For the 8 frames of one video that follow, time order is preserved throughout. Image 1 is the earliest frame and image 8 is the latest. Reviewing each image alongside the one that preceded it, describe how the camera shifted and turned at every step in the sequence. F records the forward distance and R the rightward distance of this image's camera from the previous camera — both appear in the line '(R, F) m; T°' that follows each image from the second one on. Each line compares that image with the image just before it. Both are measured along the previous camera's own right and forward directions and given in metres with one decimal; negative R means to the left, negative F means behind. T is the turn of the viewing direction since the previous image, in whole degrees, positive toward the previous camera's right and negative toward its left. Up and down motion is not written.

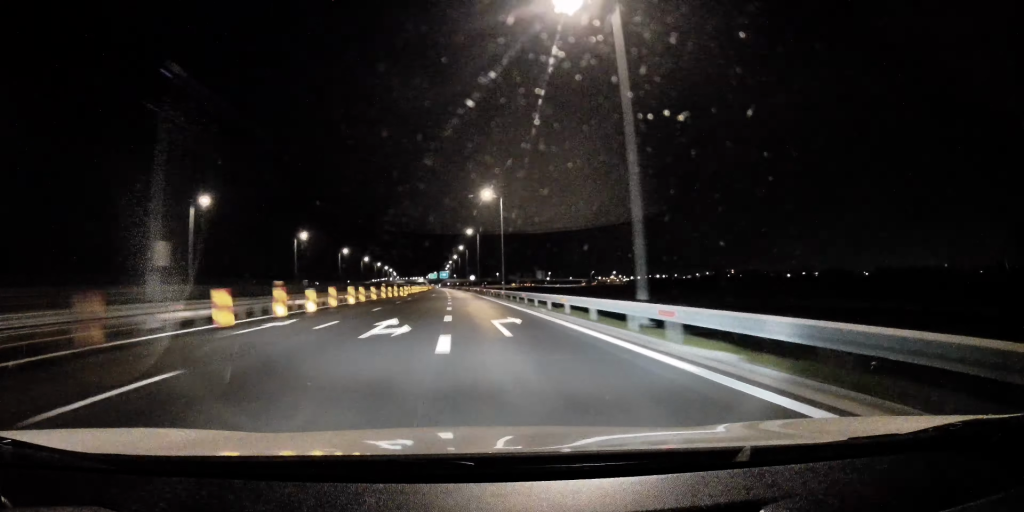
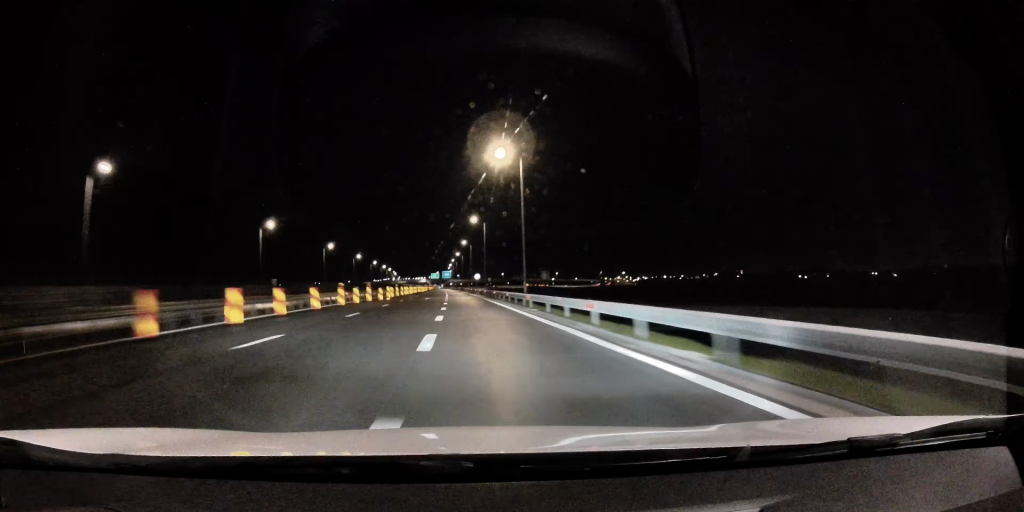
(+0.2, +17.7) m; +1°
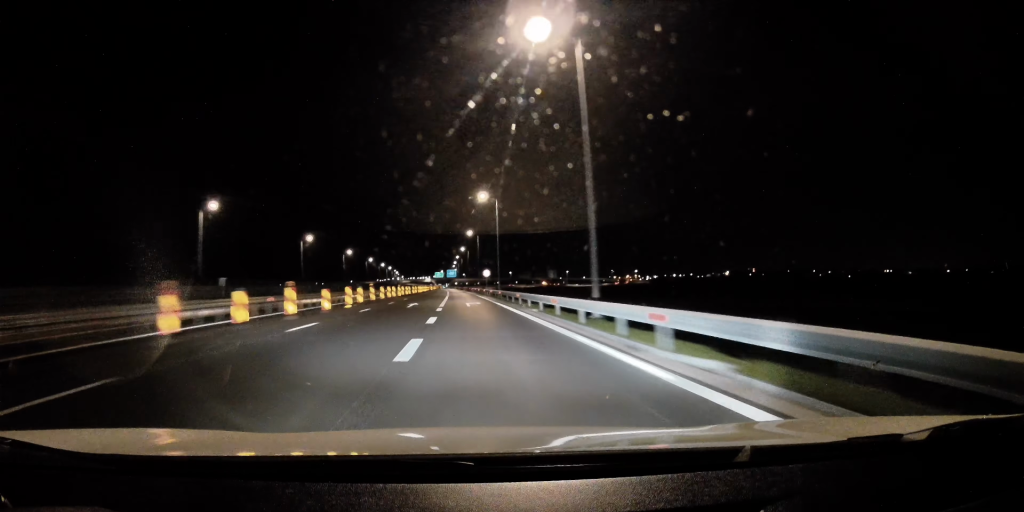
(0.0, +19.4) m; -1°
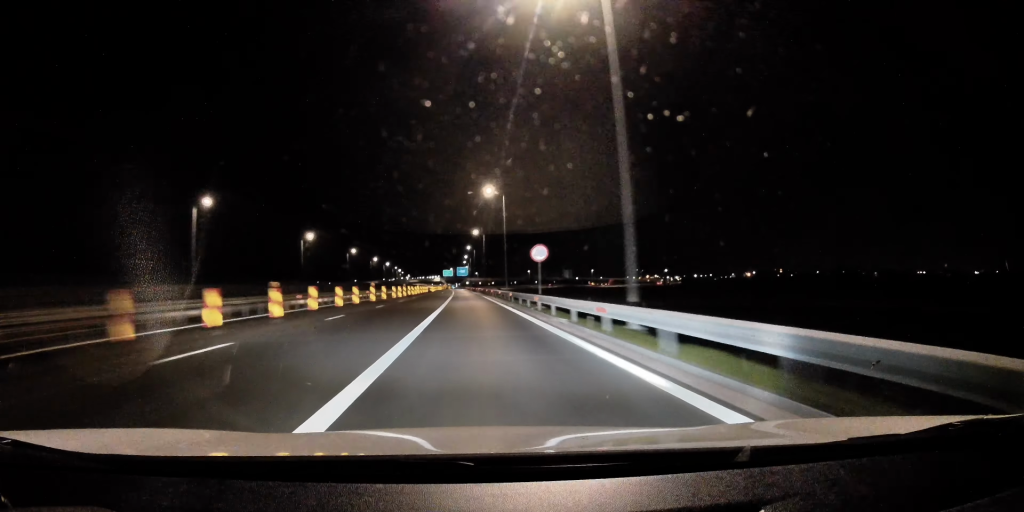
(-1.6, +42.9) m; -3°
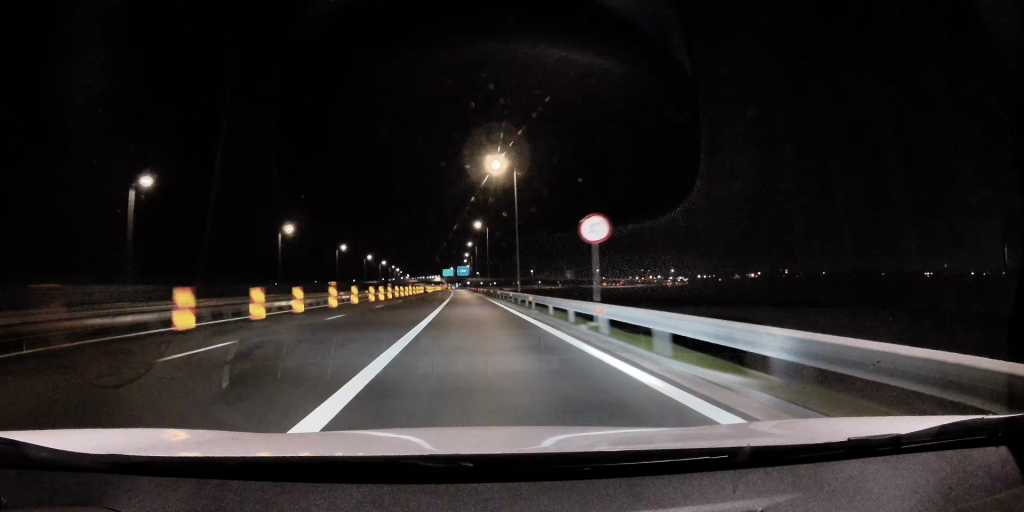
(0.0, +11.8) m; 0°
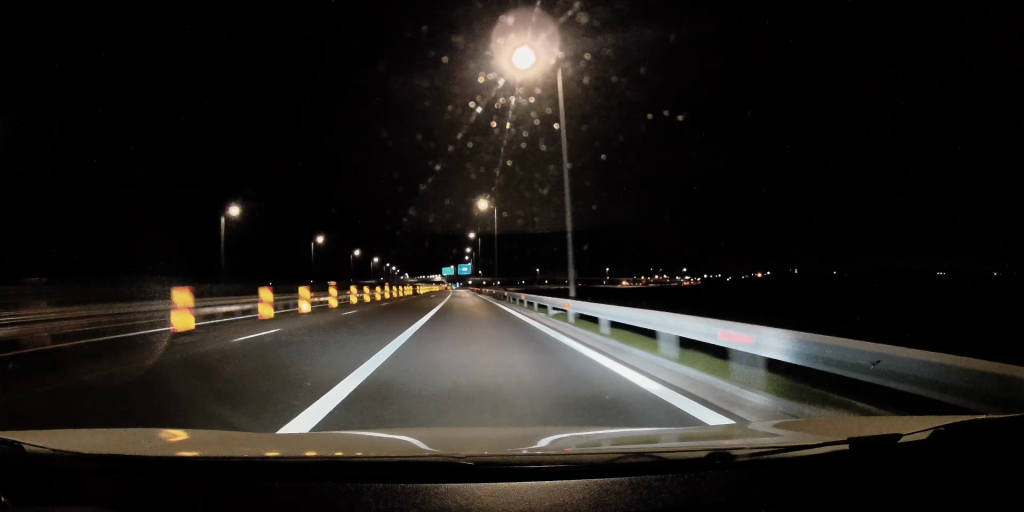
(0.0, +20.5) m; +1°
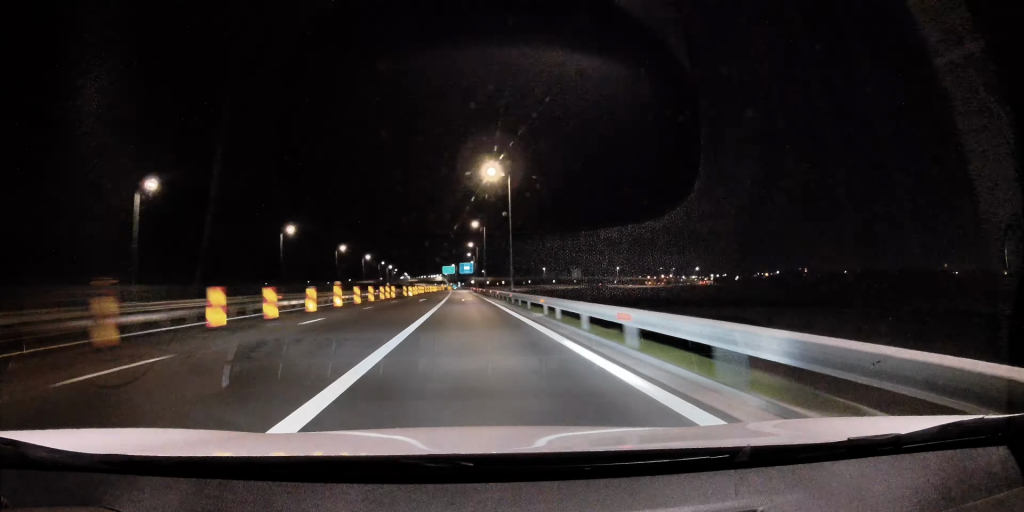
(+0.2, +18.1) m; 0°
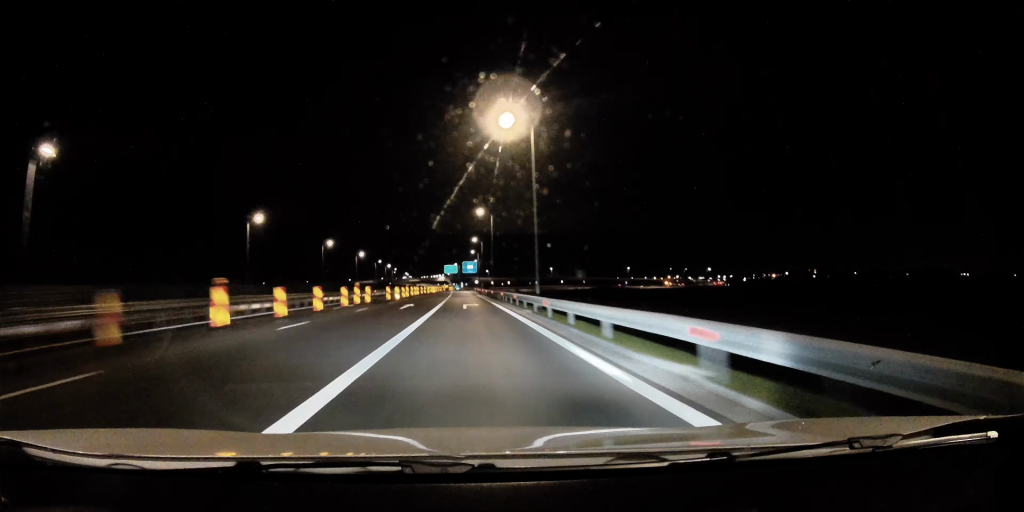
(0.0, +14.2) m; 0°
